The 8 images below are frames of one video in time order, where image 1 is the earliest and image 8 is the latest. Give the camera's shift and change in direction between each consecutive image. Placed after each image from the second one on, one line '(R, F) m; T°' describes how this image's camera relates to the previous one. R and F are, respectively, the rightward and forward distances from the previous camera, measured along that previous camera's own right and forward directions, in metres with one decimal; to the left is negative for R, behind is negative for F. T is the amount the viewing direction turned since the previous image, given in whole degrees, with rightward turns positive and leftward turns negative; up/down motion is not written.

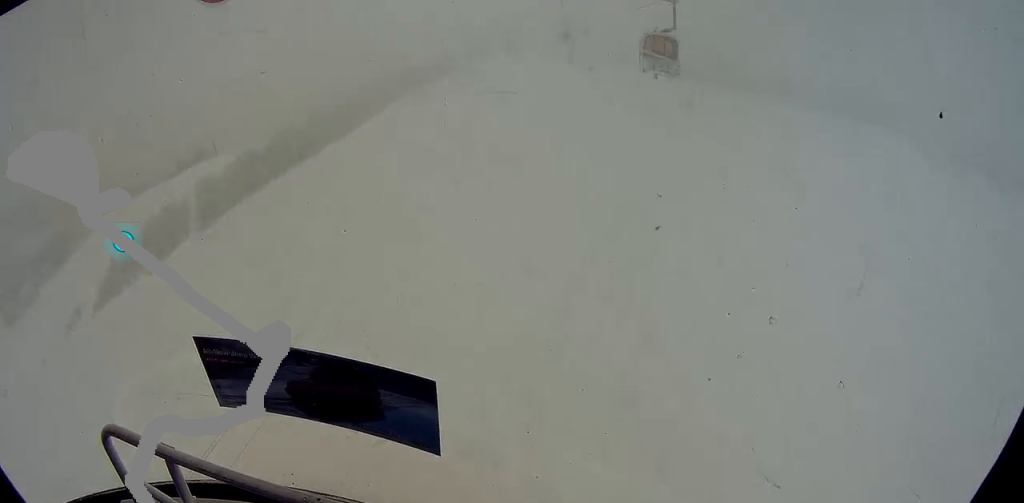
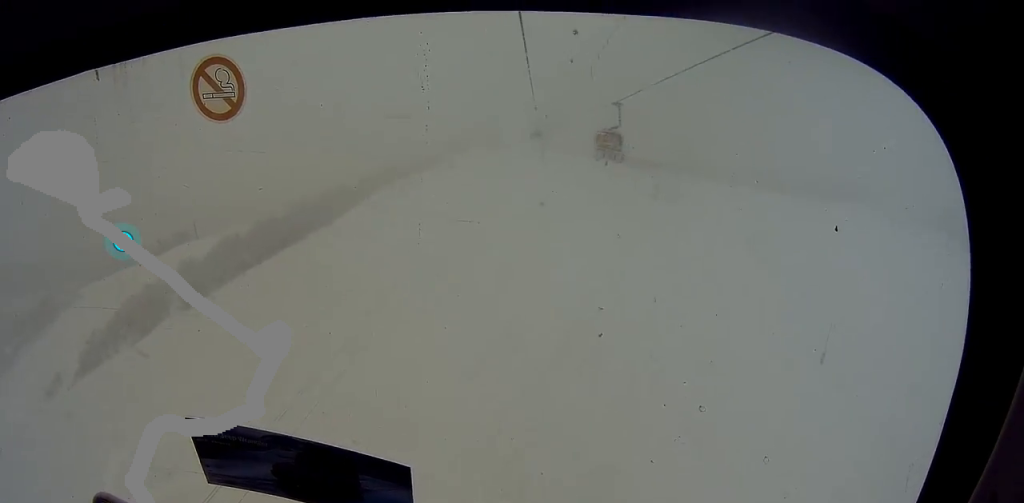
(-0.2, +3.3) m; 0°
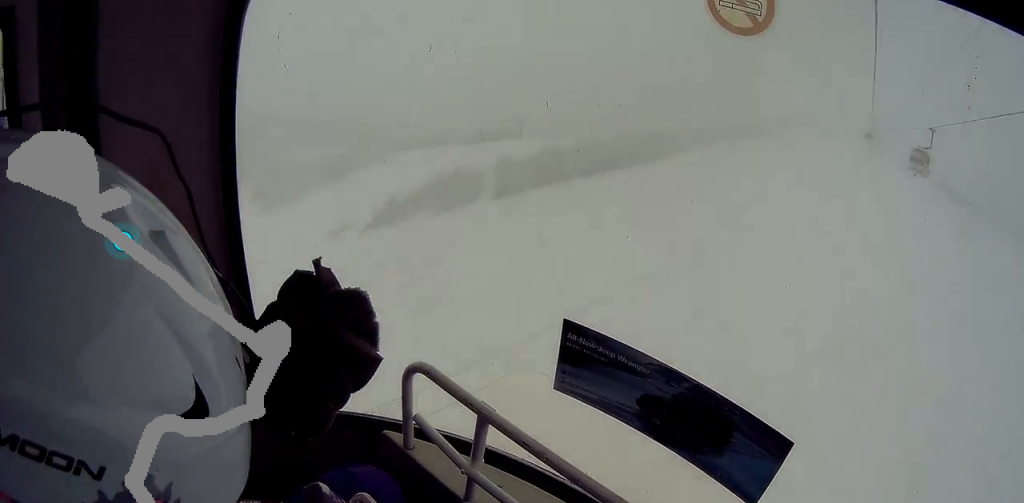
(+0.5, +3.8) m; 0°
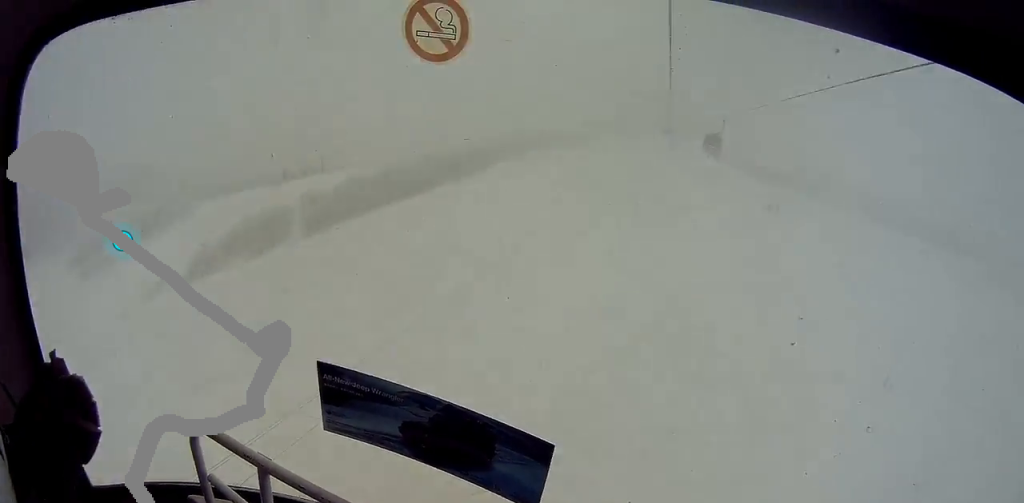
(-0.5, +3.5) m; 0°
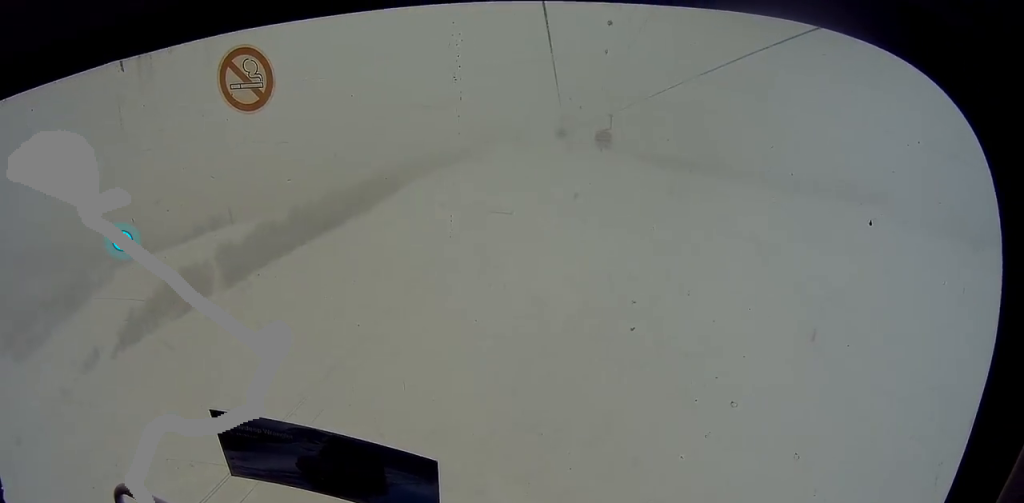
(0.0, +2.9) m; 0°
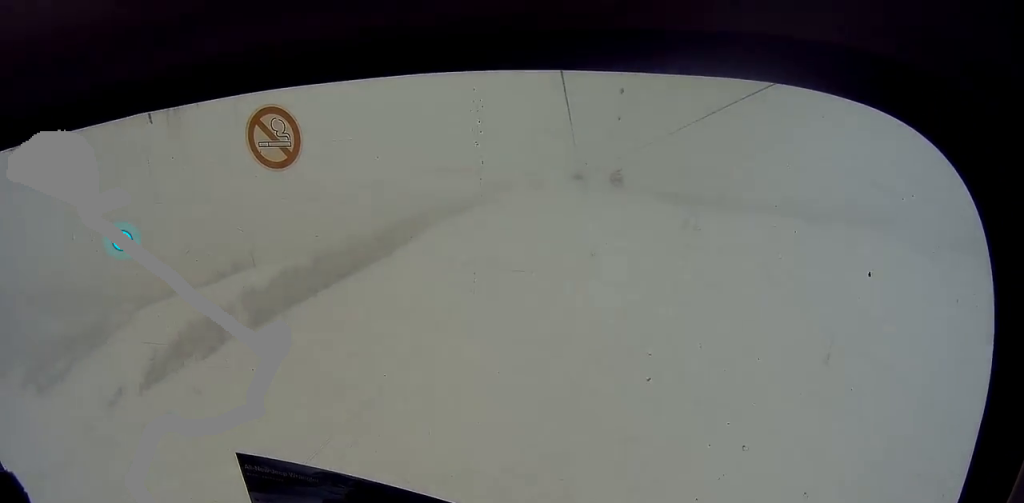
(+0.4, +2.9) m; 0°
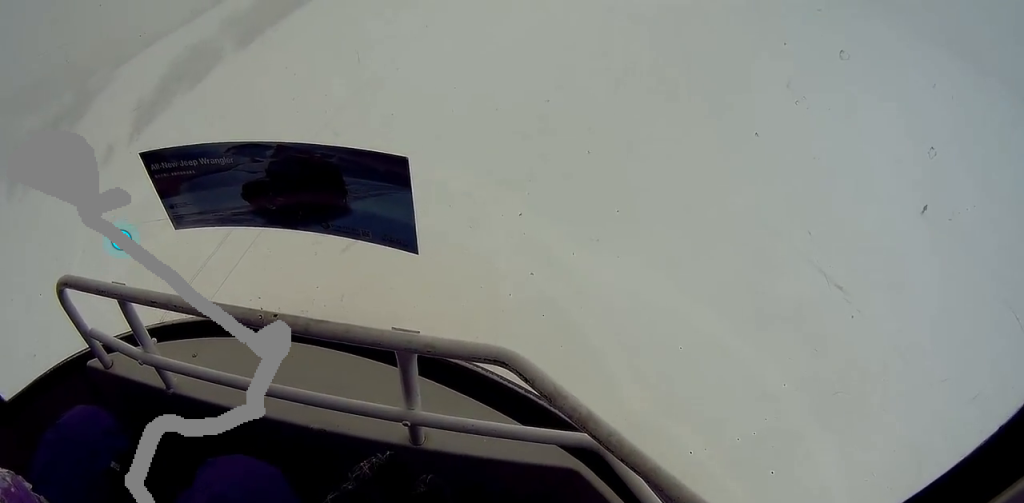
(0.0, +10.5) m; 0°
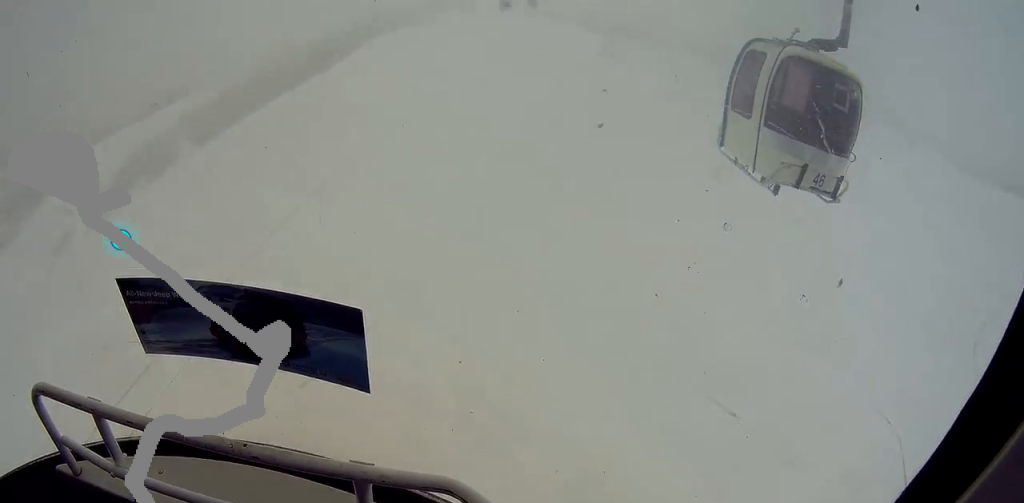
(-0.6, +4.9) m; -7°
